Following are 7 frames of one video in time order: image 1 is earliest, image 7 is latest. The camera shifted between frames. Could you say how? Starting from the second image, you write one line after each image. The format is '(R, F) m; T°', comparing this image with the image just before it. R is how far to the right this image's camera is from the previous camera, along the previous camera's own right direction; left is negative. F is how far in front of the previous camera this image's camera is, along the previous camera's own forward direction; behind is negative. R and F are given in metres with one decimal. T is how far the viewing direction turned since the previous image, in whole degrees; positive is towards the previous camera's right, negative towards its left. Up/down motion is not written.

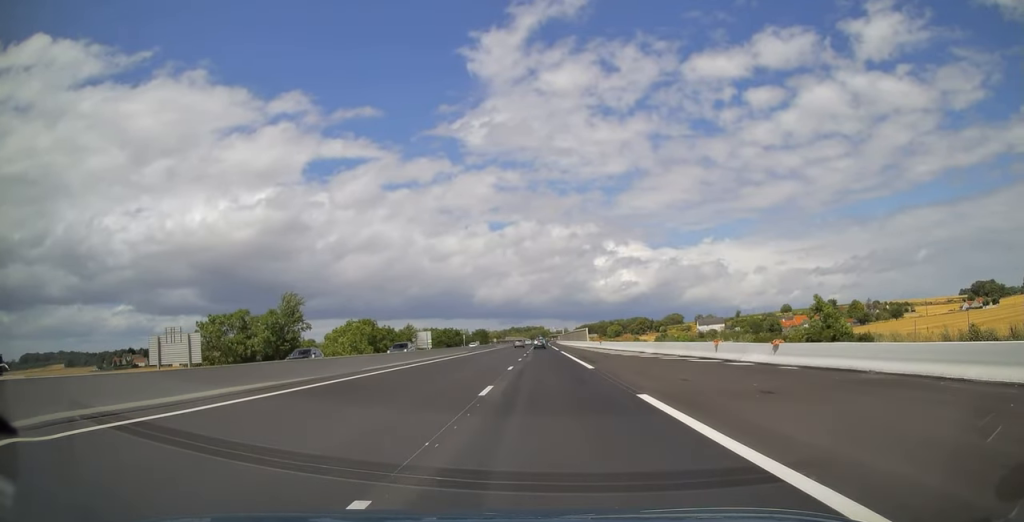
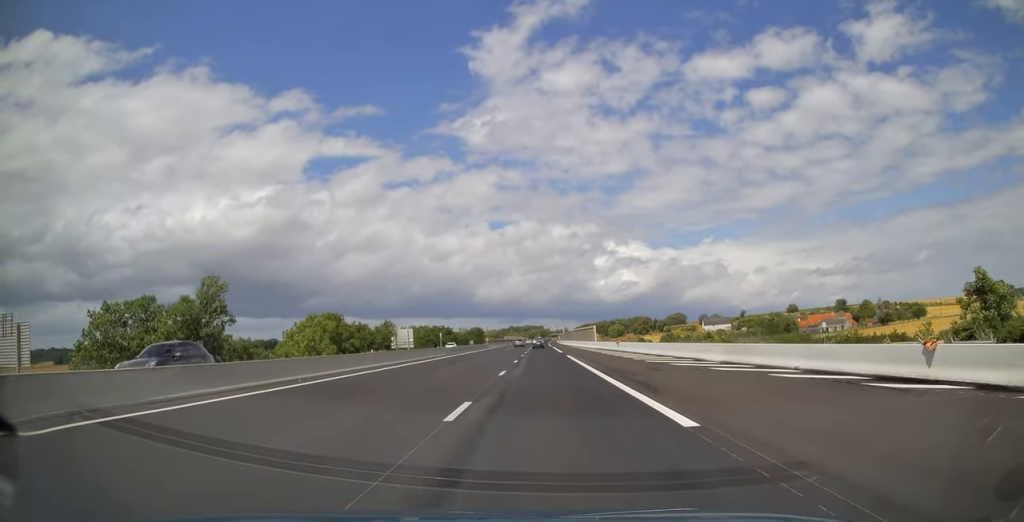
(0.0, +17.7) m; 0°
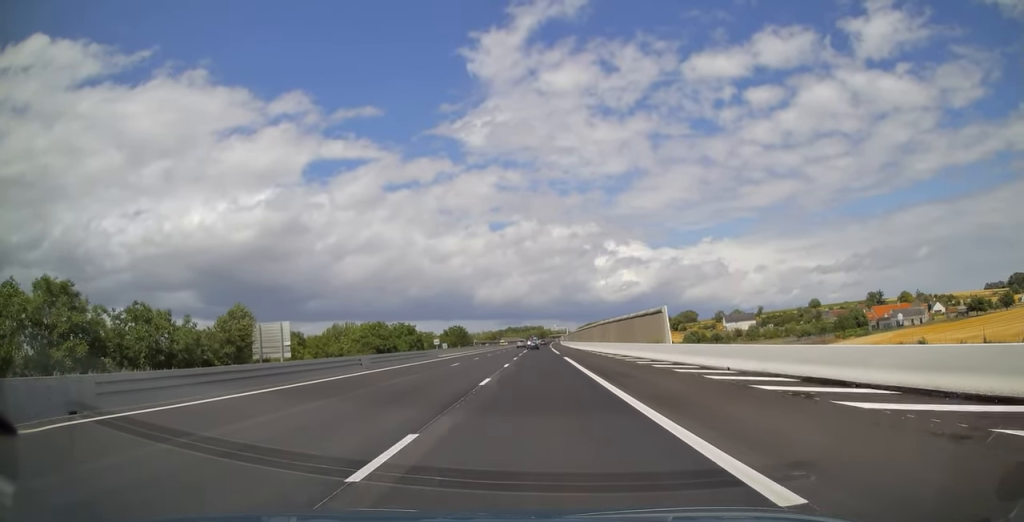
(+0.1, +55.9) m; 0°
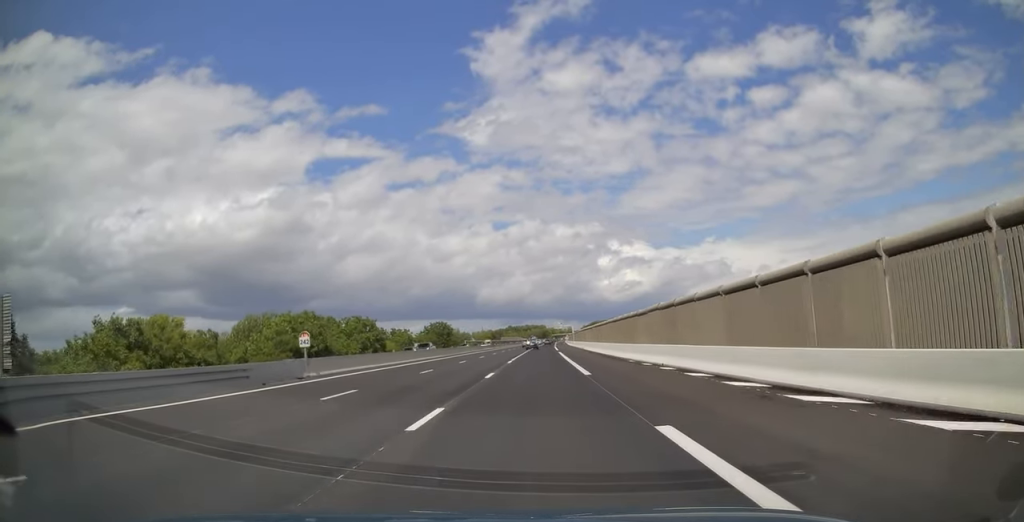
(+0.1, +35.5) m; 0°
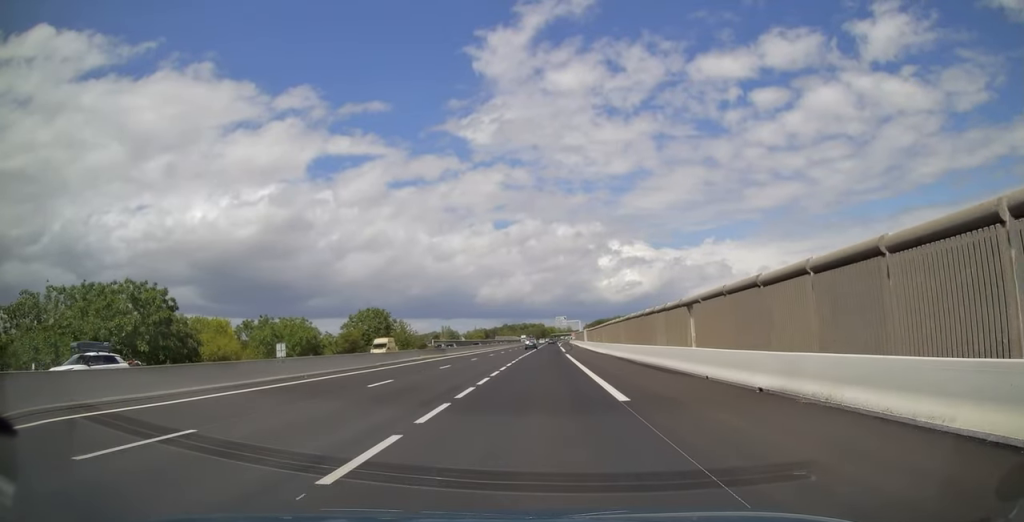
(-0.2, +61.3) m; 0°
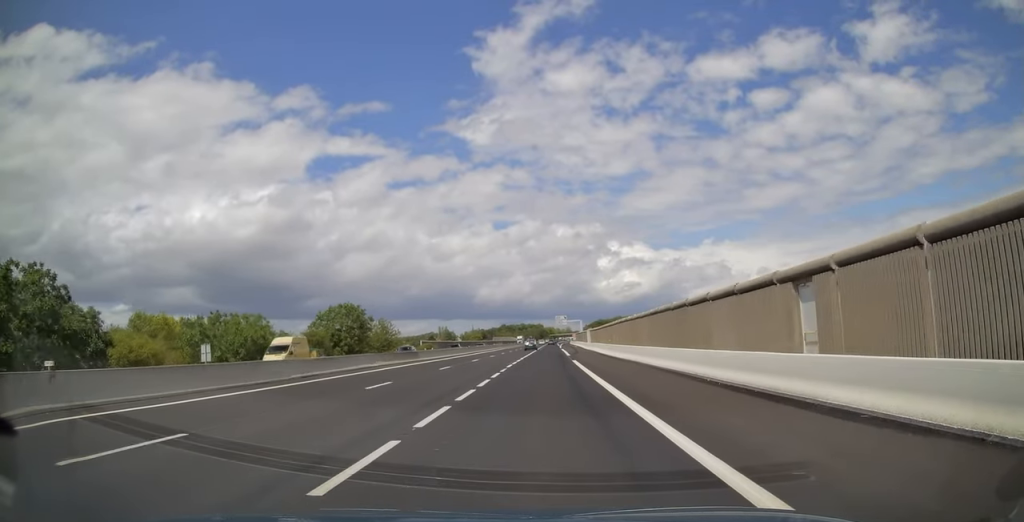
(0.0, +13.5) m; 0°
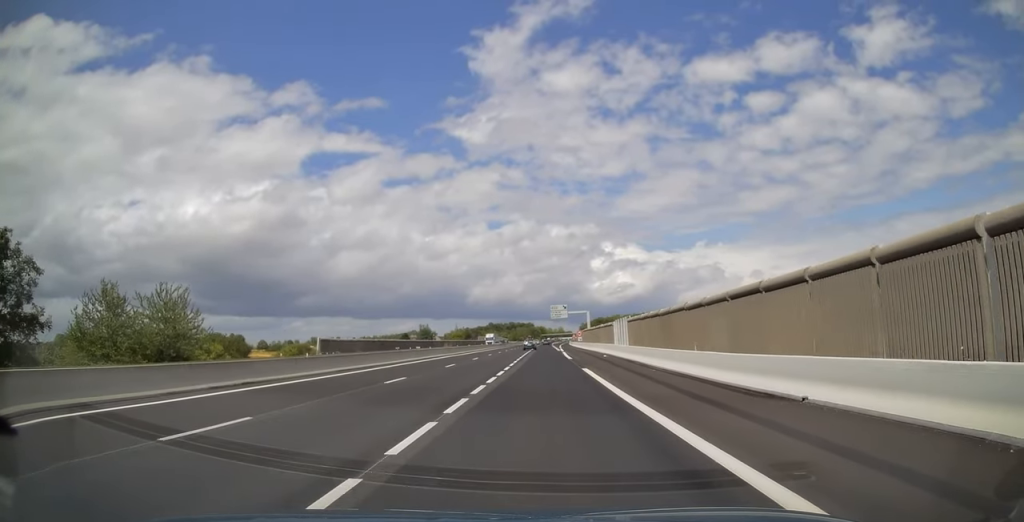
(+0.1, +61.9) m; 0°
